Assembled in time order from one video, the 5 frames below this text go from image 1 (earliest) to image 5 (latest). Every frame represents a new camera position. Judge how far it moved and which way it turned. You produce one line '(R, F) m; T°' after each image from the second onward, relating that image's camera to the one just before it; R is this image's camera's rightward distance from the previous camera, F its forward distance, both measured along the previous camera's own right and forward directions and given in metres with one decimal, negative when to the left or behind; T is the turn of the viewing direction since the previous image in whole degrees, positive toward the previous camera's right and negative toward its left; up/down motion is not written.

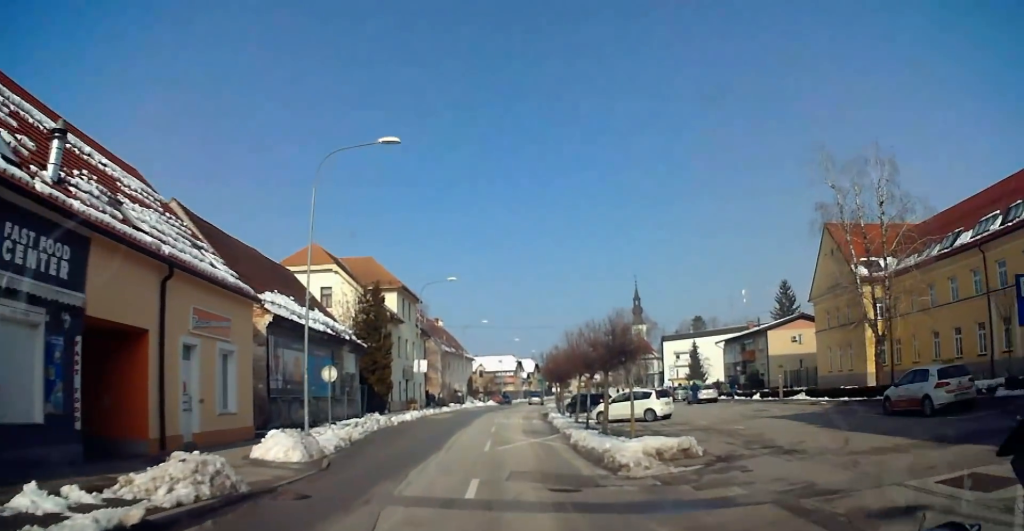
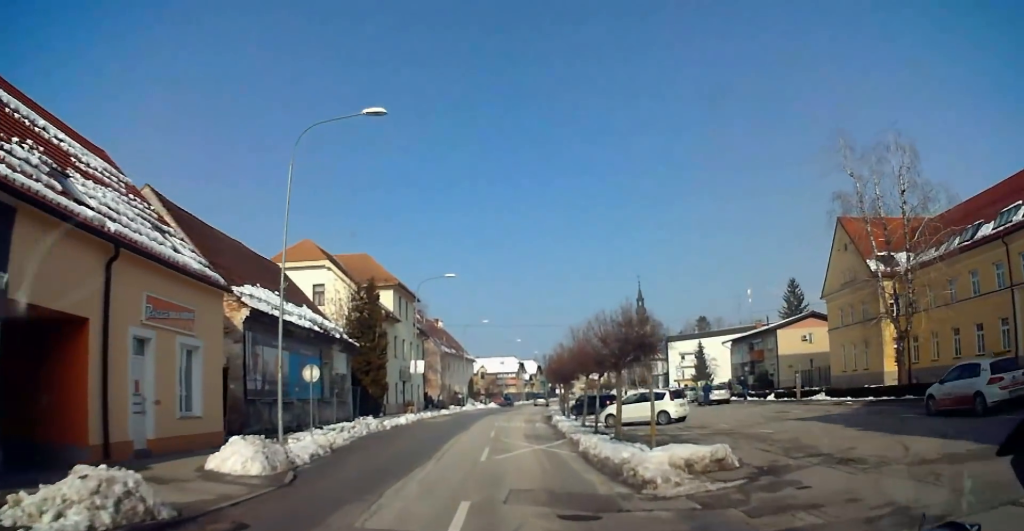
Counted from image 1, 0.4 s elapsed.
(0.0, +2.5) m; +1°
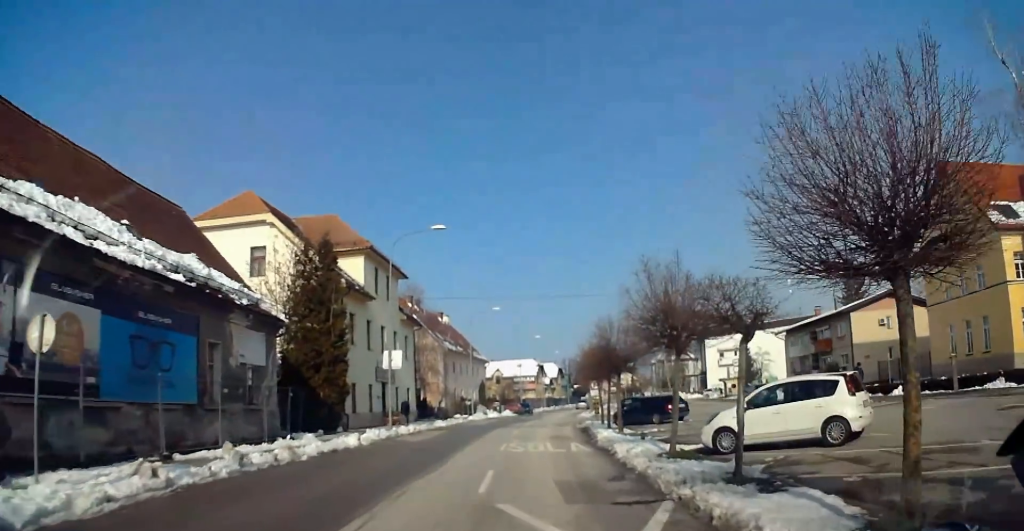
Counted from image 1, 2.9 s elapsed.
(0.0, +14.5) m; -2°
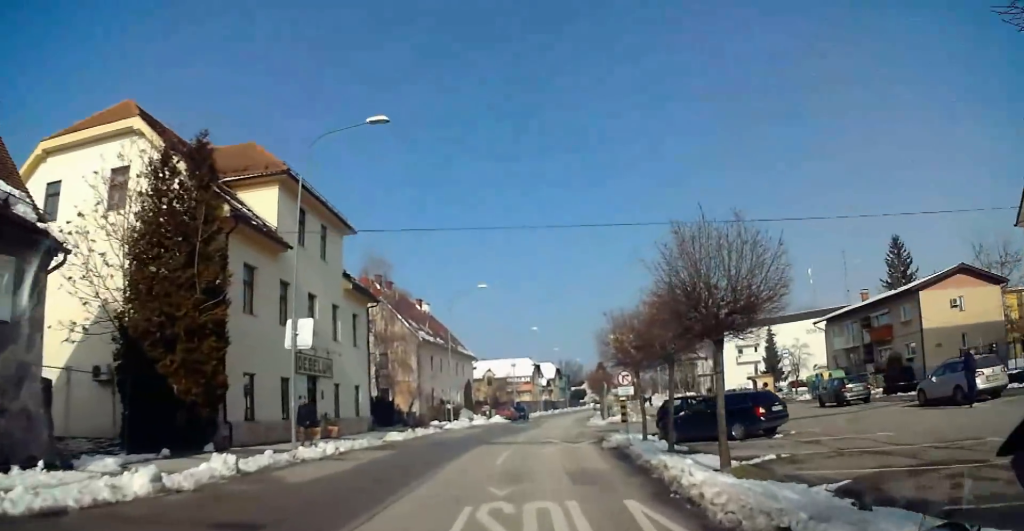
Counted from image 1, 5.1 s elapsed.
(-0.1, +14.2) m; 0°
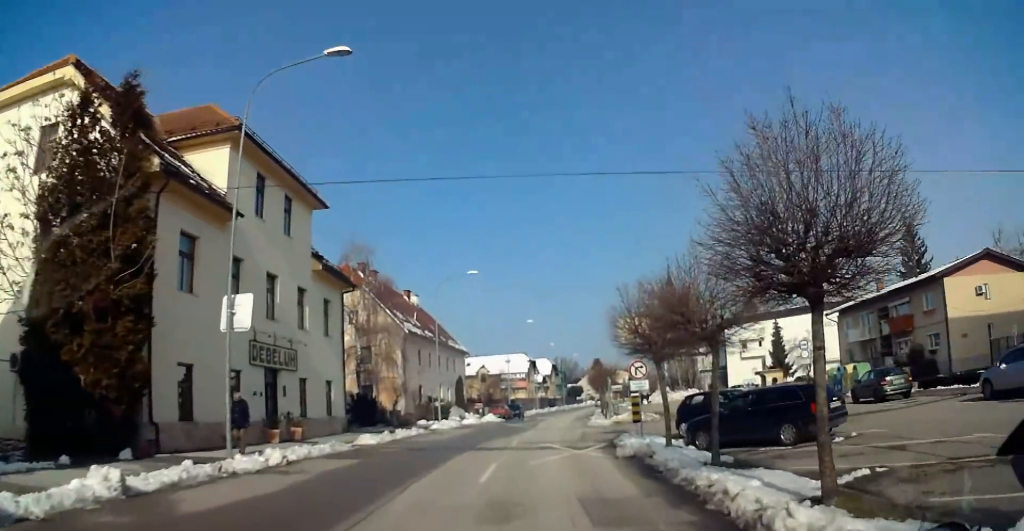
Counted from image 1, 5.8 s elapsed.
(0.0, +4.3) m; -1°
